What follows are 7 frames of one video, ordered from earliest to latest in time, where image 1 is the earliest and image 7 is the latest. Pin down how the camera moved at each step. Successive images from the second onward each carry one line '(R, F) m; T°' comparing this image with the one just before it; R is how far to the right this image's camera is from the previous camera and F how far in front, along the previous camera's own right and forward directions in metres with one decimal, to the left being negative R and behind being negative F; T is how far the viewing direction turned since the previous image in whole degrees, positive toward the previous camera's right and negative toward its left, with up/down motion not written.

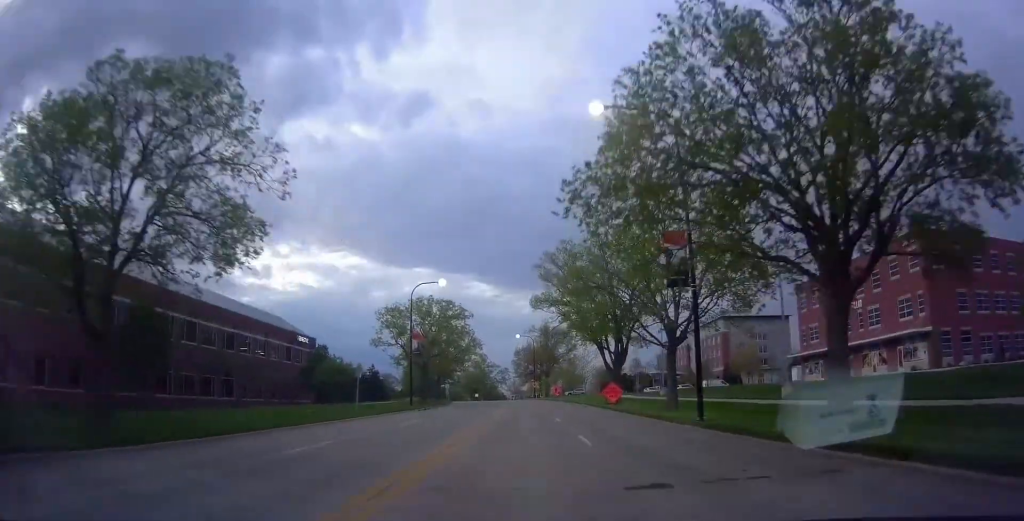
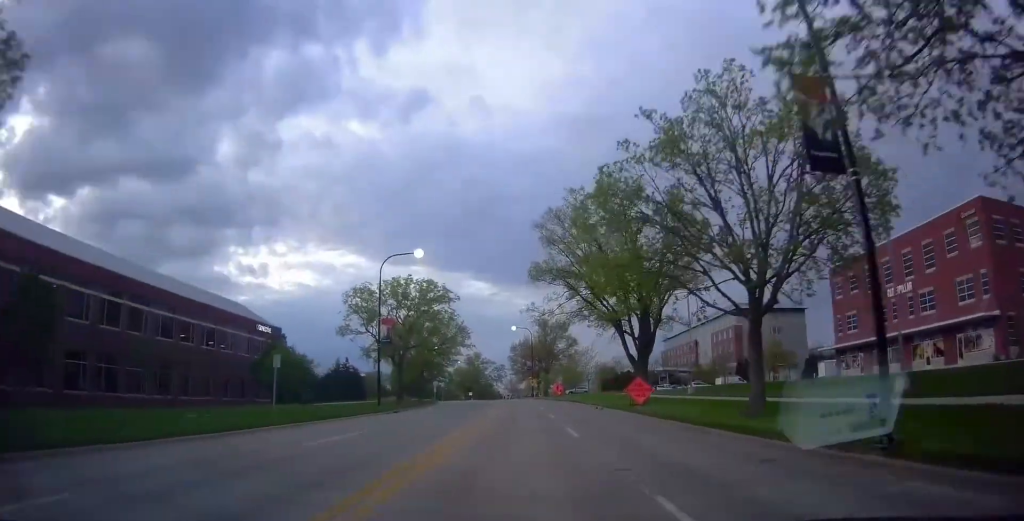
(0.0, +10.4) m; 0°
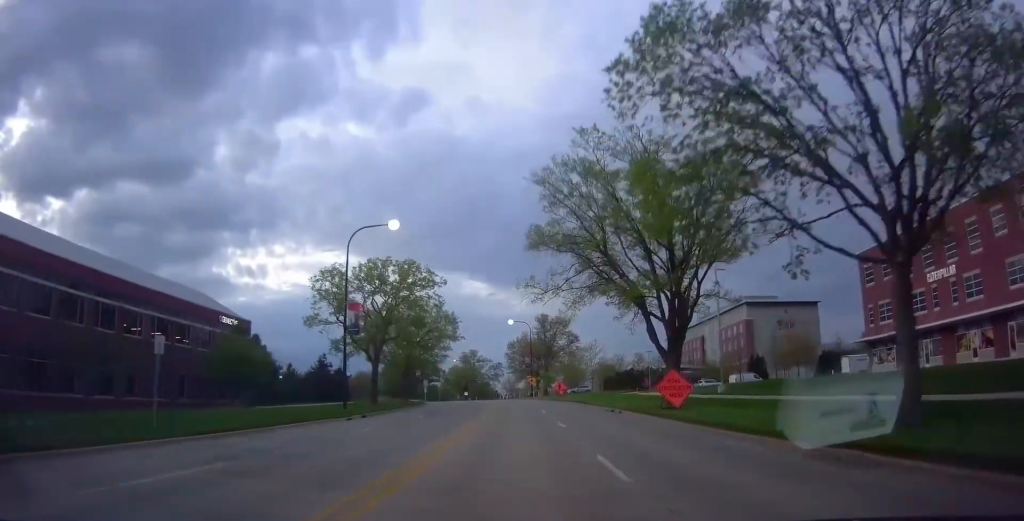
(0.0, +7.5) m; 0°
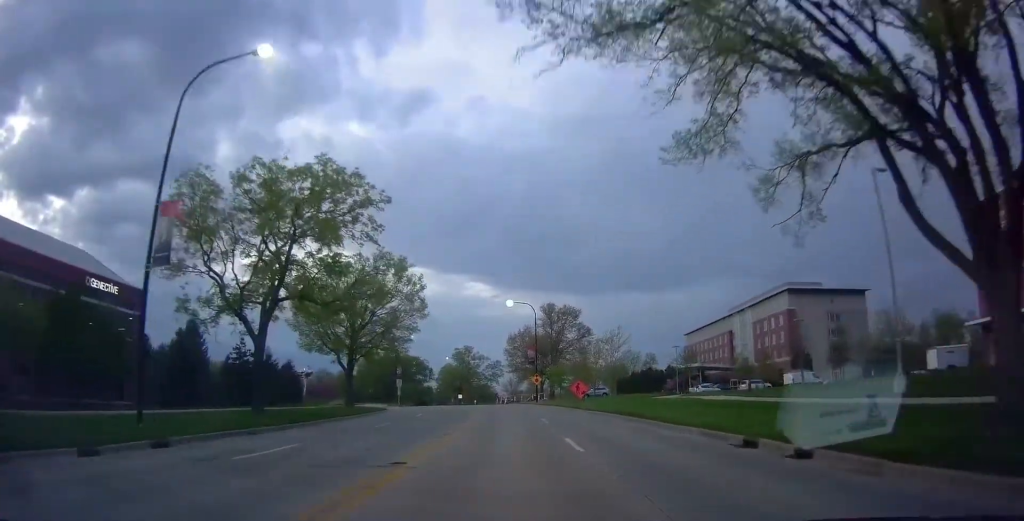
(0.0, +20.0) m; 0°
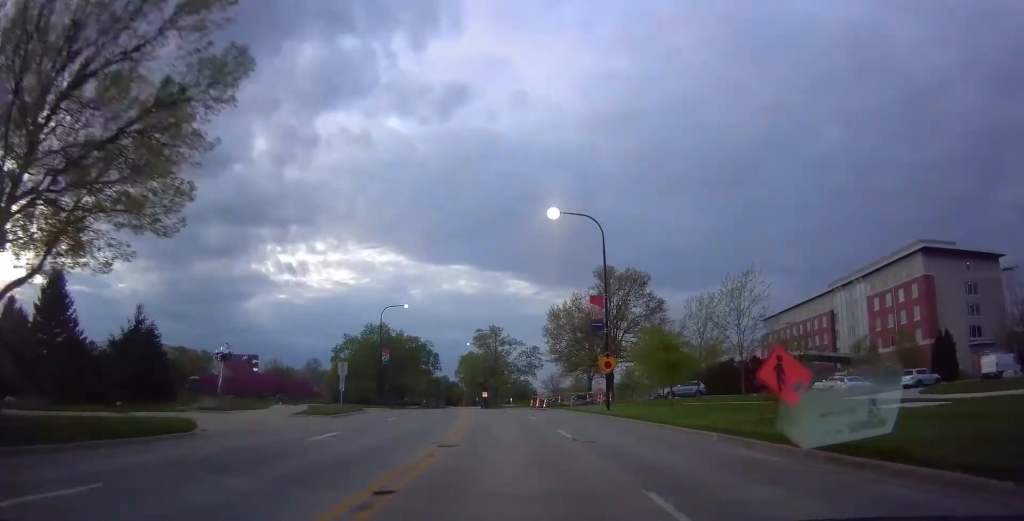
(-0.4, +32.0) m; -4°
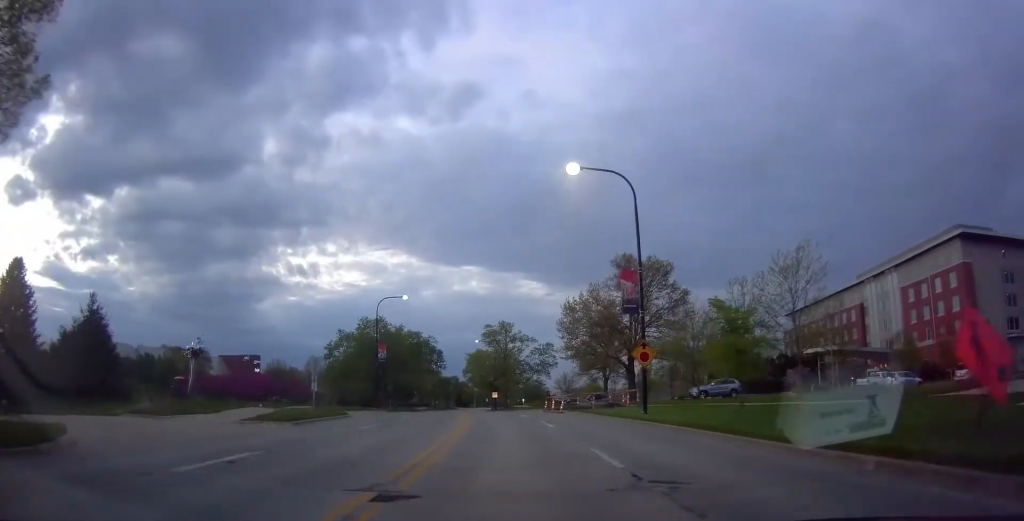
(-0.3, +6.4) m; -1°
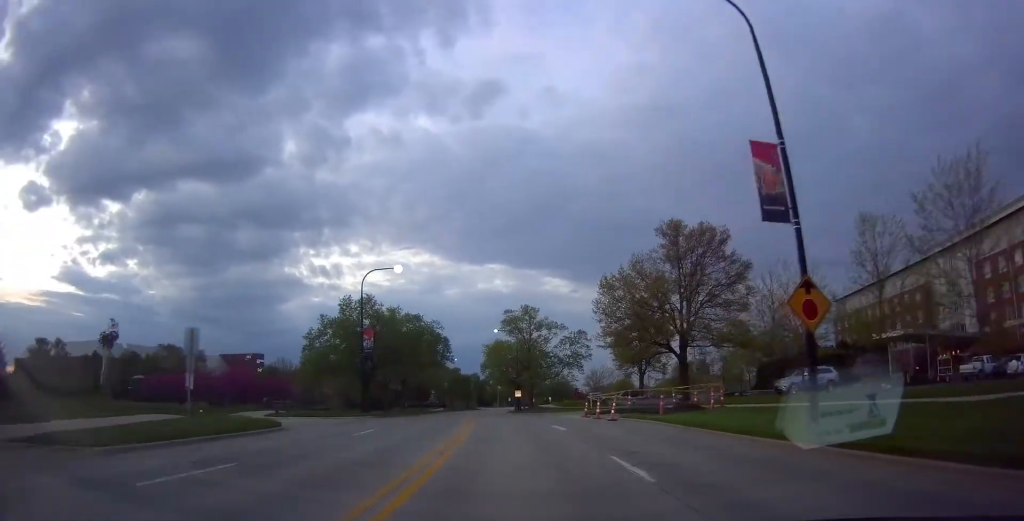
(0.0, +14.2) m; -2°
